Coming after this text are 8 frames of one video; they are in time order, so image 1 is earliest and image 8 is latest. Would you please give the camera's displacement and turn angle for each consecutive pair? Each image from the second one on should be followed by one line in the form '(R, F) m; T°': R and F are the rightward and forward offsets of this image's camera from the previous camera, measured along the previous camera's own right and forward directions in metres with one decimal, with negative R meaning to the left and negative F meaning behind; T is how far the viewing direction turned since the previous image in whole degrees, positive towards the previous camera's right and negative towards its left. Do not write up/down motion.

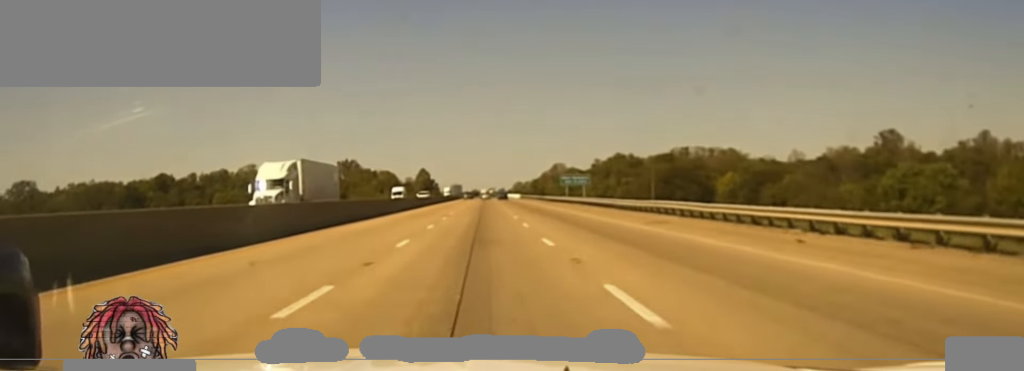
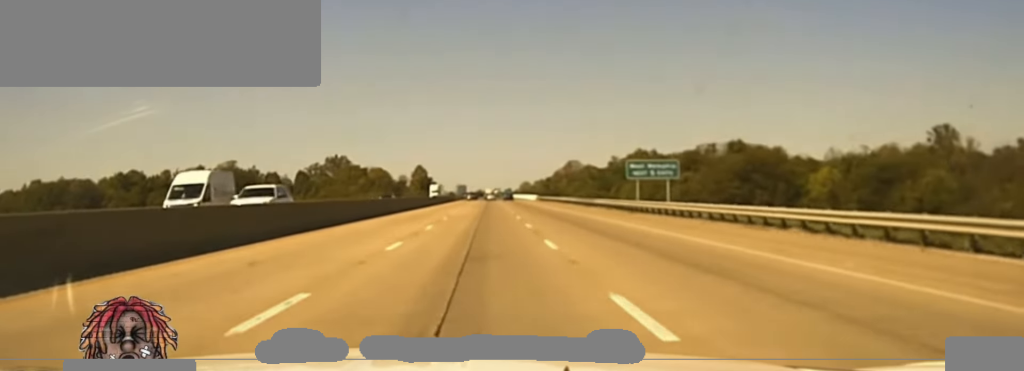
(-0.3, +61.5) m; 0°
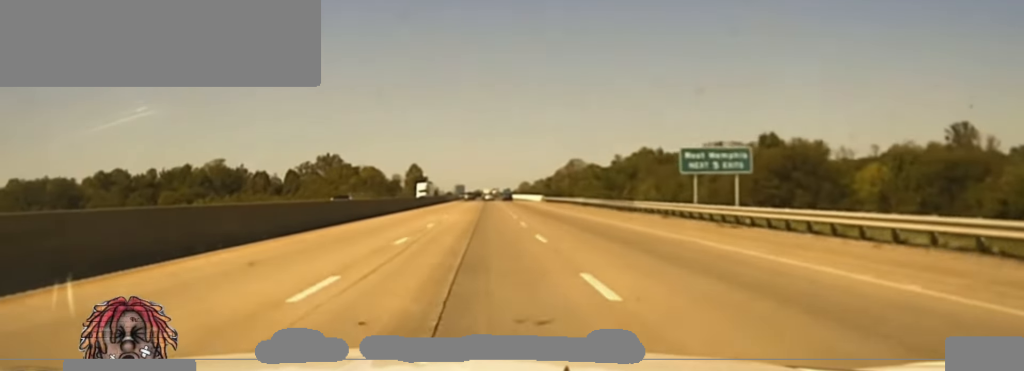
(+0.2, +21.8) m; 0°
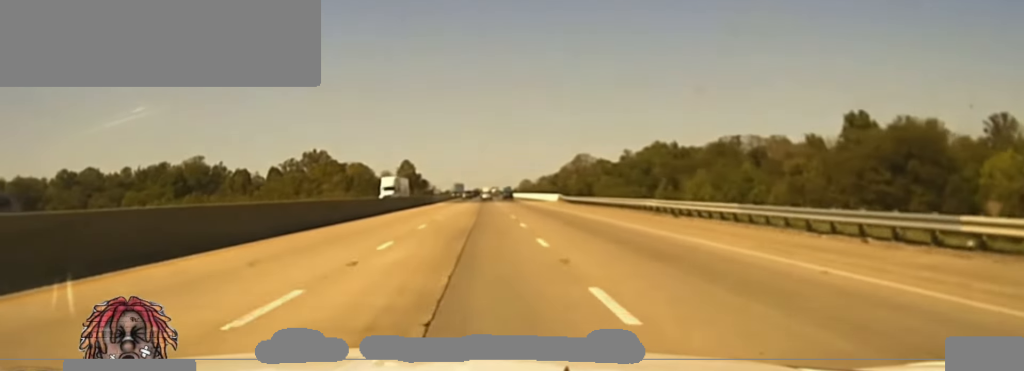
(+0.1, +38.5) m; 0°
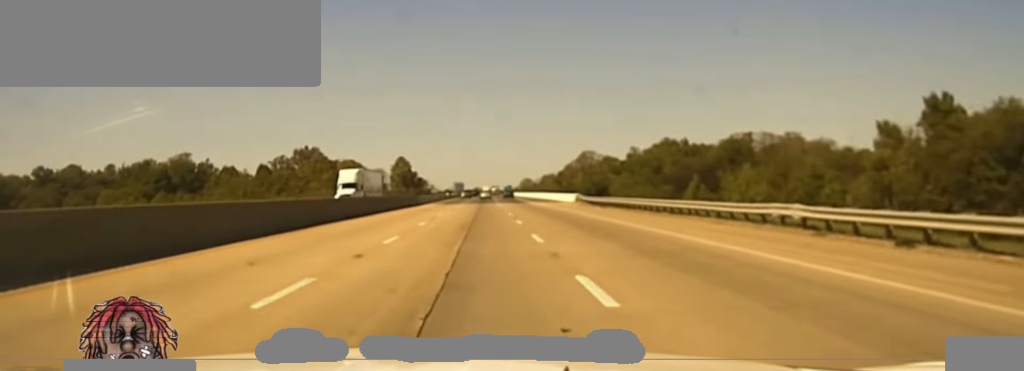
(0.0, +21.8) m; 0°
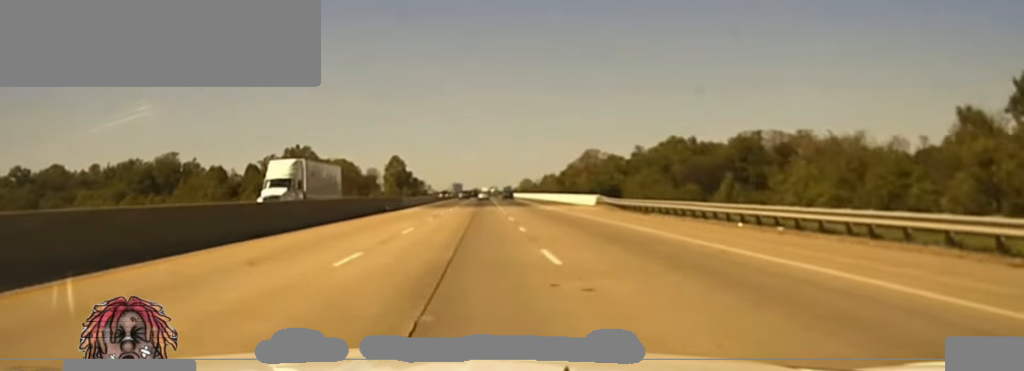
(-0.1, +19.2) m; 0°
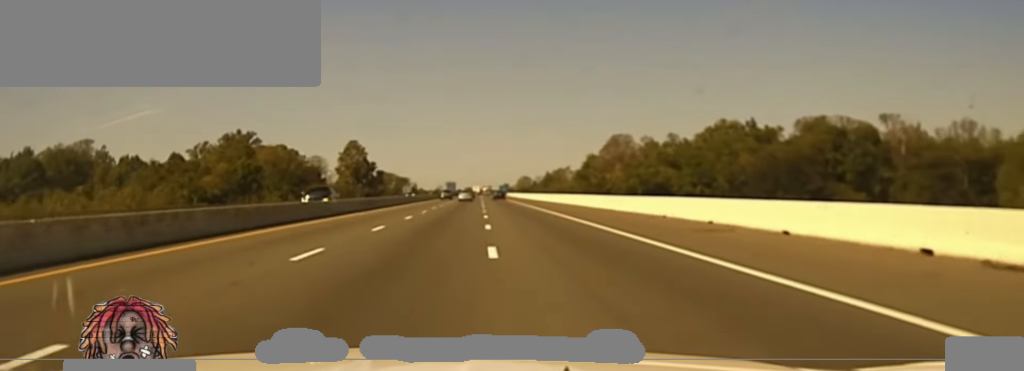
(+0.3, +96.4) m; 0°
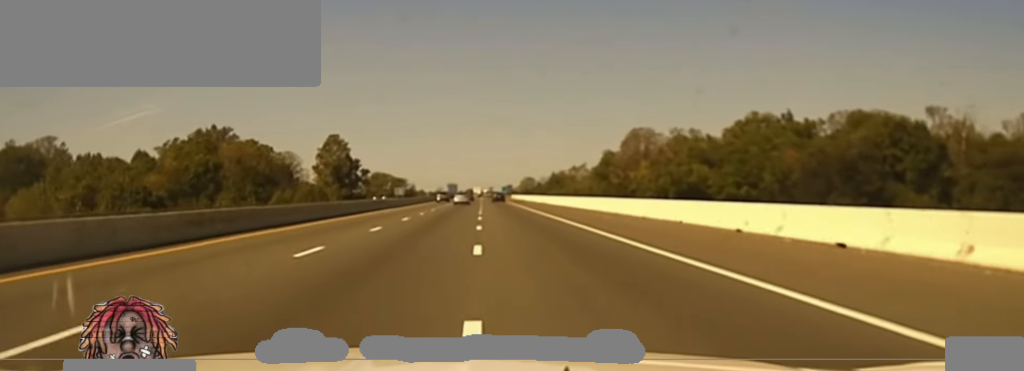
(+0.1, +34.0) m; 0°
